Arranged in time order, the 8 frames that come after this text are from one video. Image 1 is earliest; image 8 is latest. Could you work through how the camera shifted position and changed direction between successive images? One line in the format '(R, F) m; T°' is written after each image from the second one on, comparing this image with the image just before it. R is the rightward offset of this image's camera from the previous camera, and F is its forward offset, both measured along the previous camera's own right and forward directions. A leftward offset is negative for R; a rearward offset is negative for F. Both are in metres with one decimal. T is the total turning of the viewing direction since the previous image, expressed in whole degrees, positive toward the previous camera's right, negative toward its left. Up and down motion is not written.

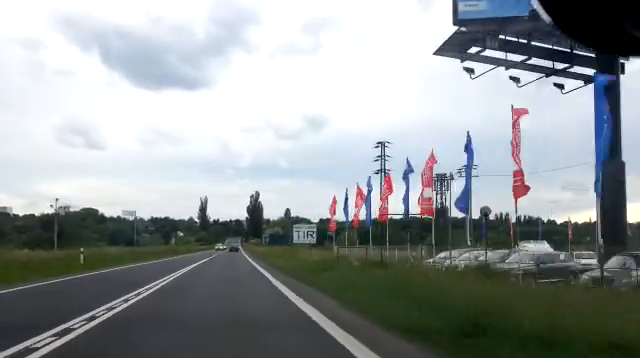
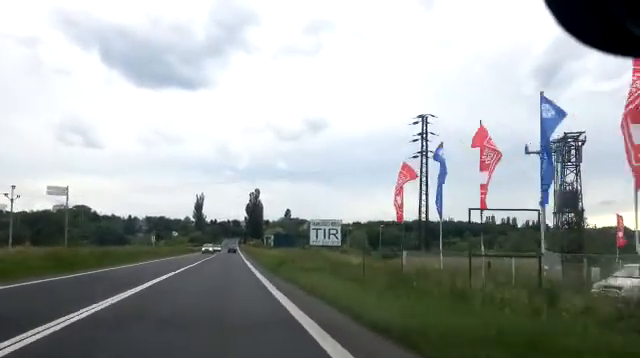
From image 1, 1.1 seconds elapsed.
(+0.5, +16.8) m; 0°
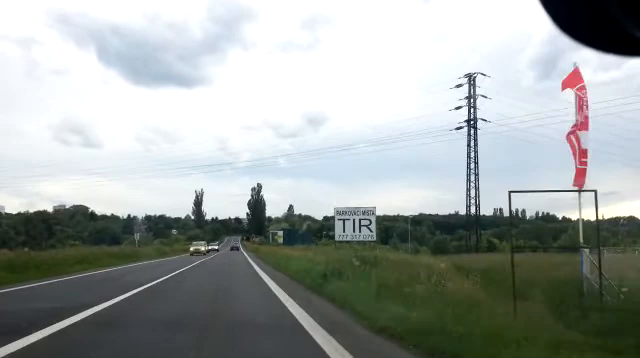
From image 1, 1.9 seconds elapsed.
(-0.2, +11.7) m; -1°
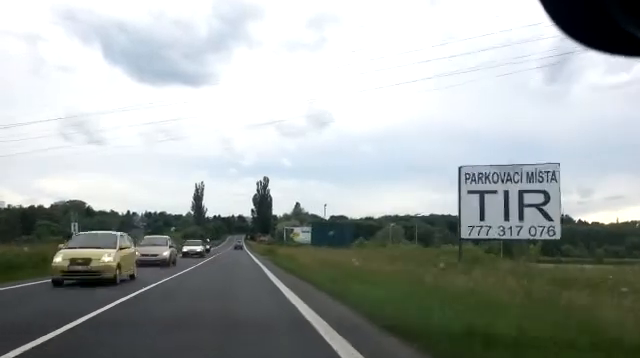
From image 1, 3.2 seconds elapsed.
(0.0, +20.9) m; 0°
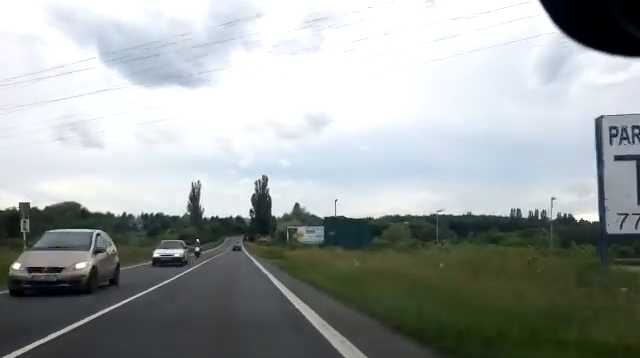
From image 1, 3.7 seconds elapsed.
(0.0, +6.9) m; 0°
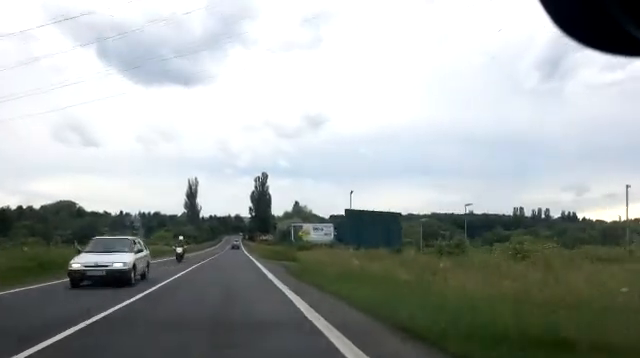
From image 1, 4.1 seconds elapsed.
(-0.1, +7.0) m; 0°
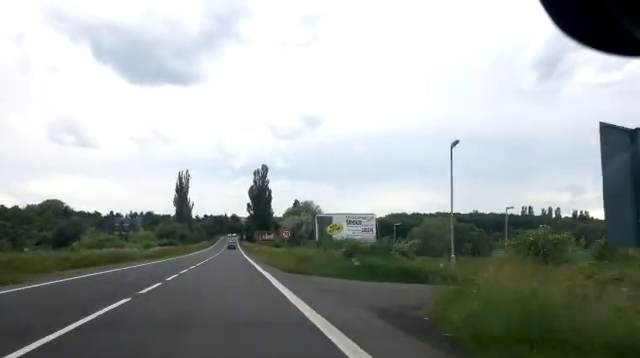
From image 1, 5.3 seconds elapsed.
(+0.1, +20.0) m; 0°
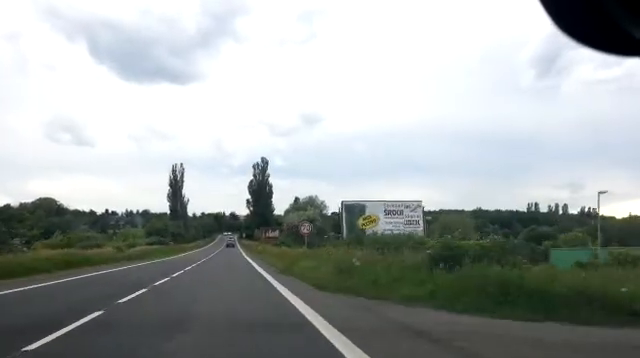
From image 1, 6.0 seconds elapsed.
(+0.1, +10.9) m; 0°
